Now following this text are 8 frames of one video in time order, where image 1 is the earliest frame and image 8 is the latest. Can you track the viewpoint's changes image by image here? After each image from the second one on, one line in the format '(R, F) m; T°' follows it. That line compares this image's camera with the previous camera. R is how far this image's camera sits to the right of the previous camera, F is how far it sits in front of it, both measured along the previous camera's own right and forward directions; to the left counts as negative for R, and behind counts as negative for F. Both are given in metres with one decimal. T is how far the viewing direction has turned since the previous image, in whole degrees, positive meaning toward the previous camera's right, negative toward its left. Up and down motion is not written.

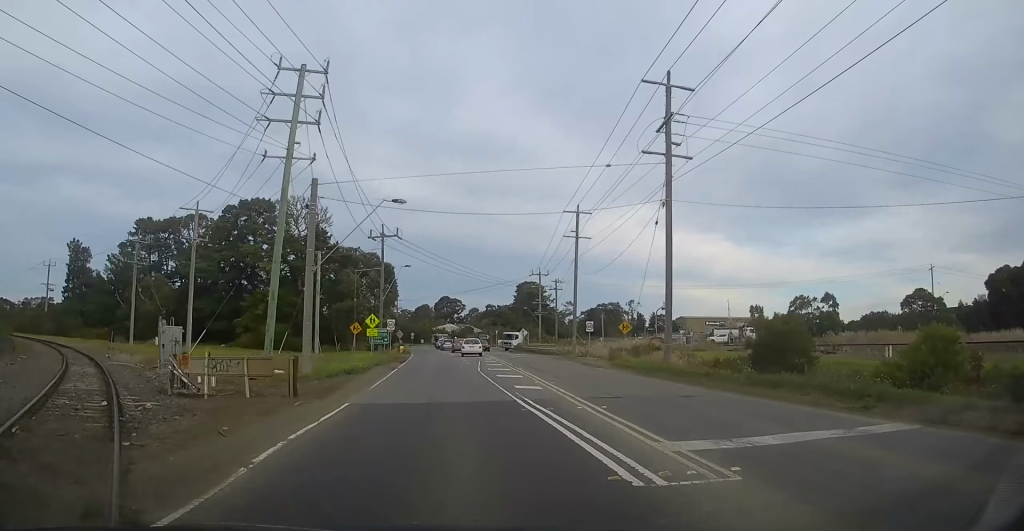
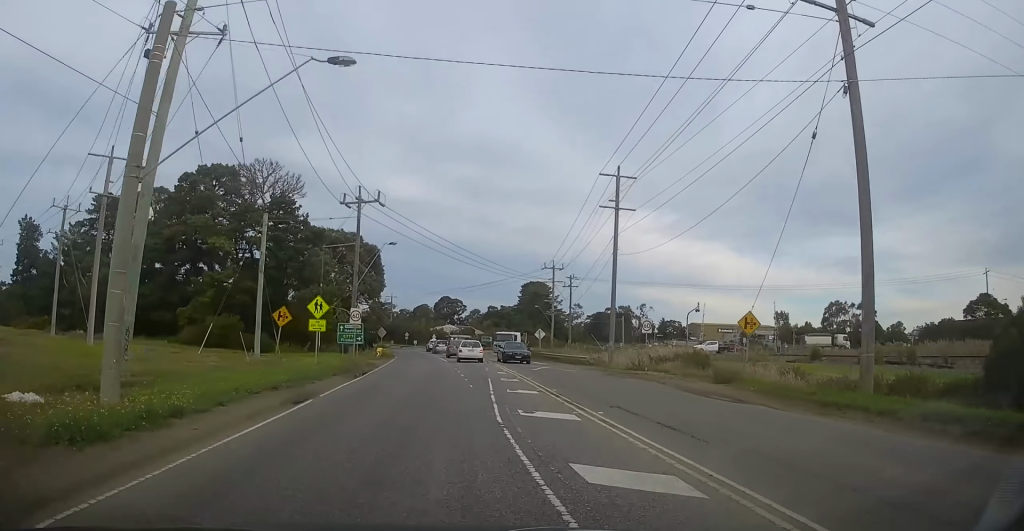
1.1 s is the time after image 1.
(+0.1, +17.5) m; -2°
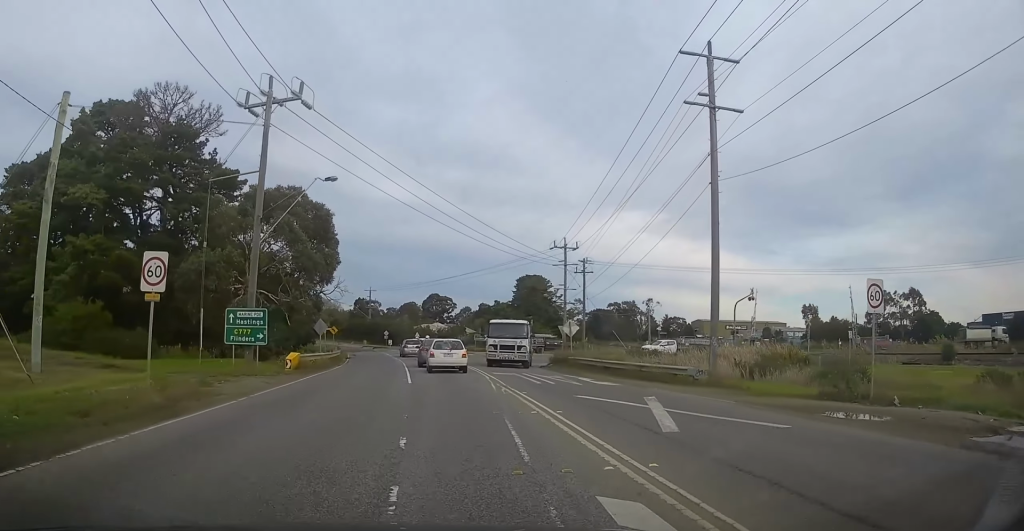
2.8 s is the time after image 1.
(0.0, +23.0) m; +1°
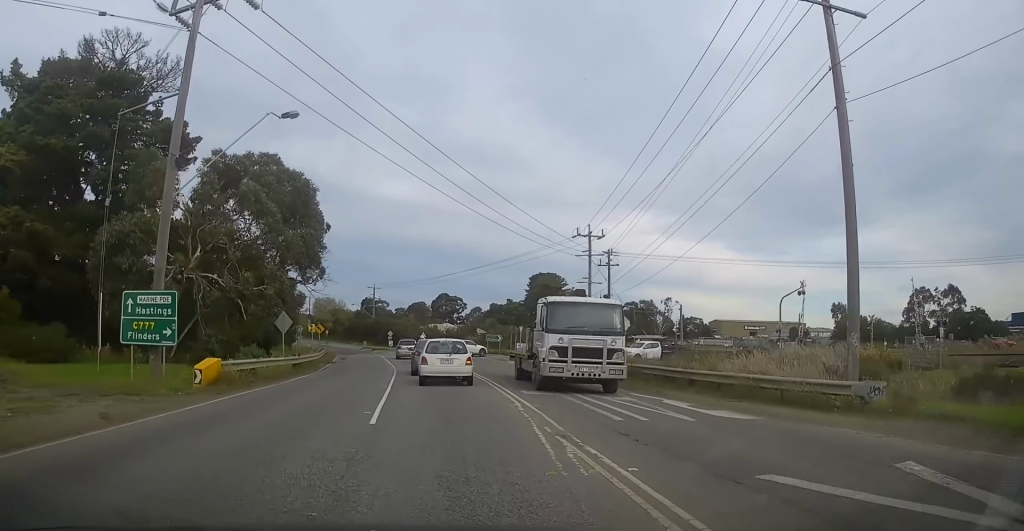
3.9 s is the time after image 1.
(-0.3, +10.8) m; +1°
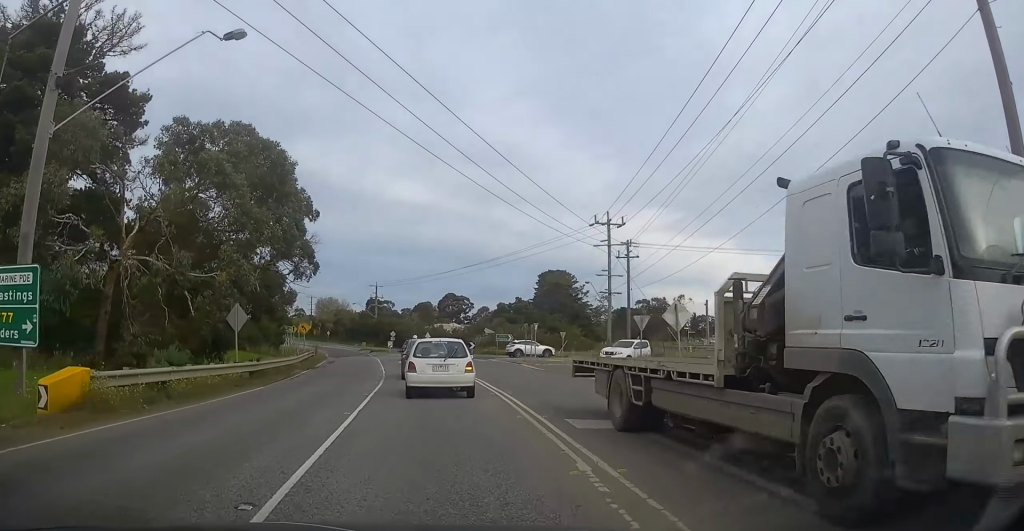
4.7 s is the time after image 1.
(+0.4, +7.0) m; -3°
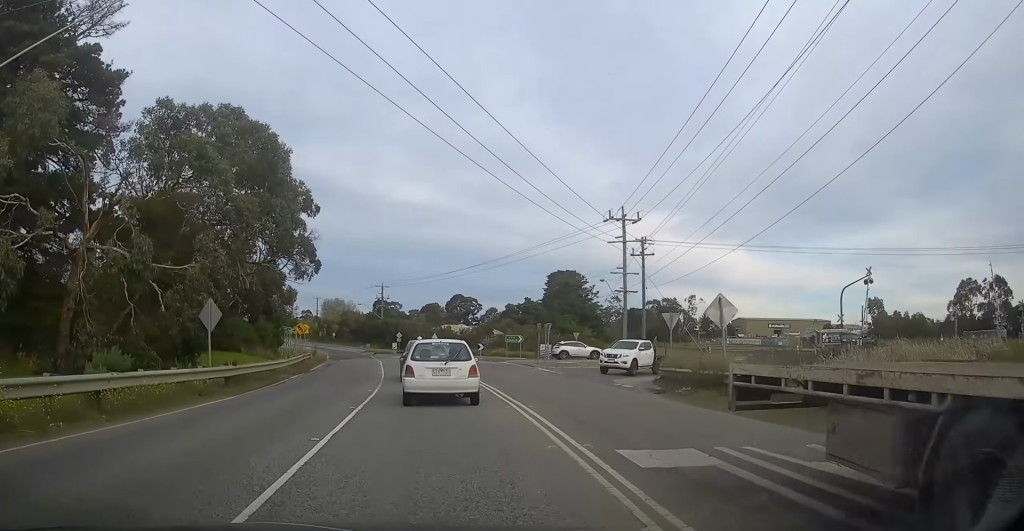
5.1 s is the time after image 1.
(+0.2, +3.2) m; -2°
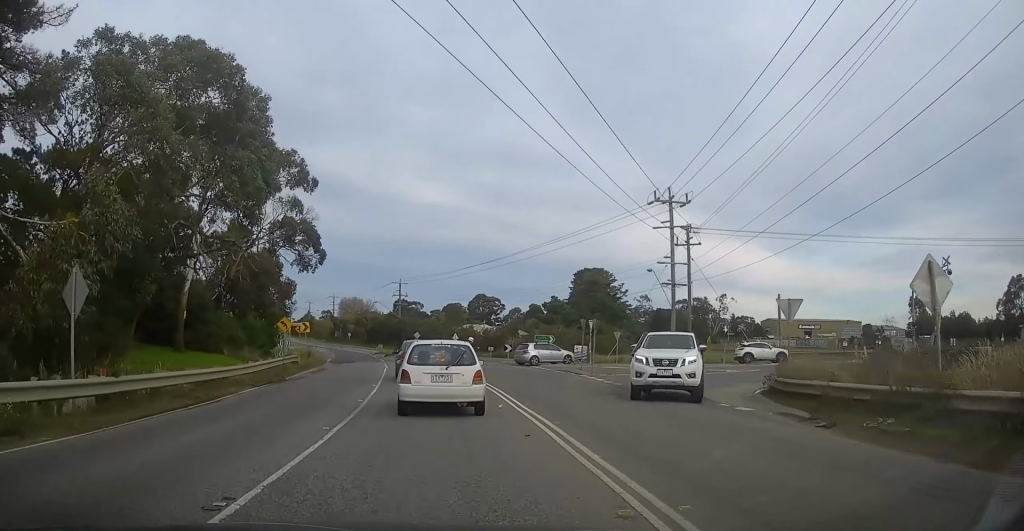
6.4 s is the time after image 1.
(-1.1, +8.2) m; -3°
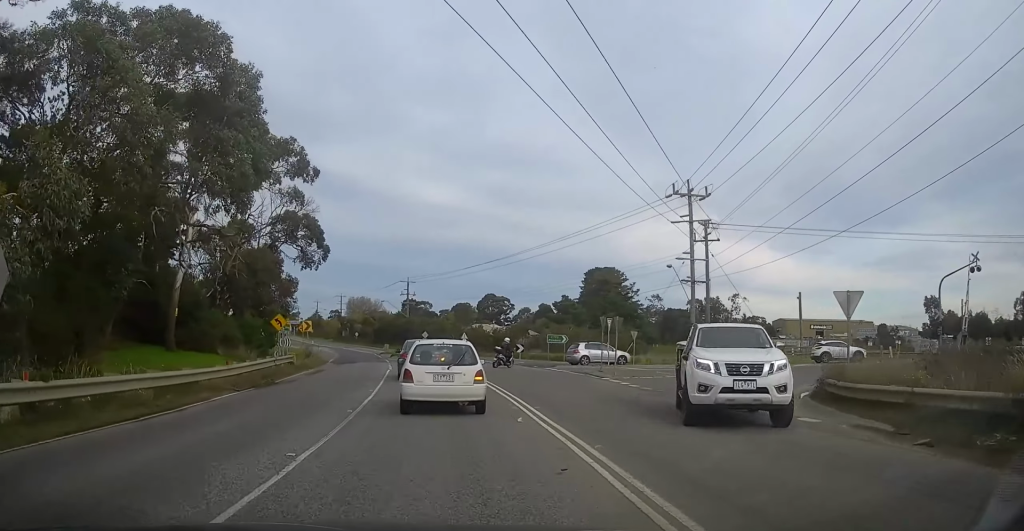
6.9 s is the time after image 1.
(+0.1, +2.5) m; +2°
